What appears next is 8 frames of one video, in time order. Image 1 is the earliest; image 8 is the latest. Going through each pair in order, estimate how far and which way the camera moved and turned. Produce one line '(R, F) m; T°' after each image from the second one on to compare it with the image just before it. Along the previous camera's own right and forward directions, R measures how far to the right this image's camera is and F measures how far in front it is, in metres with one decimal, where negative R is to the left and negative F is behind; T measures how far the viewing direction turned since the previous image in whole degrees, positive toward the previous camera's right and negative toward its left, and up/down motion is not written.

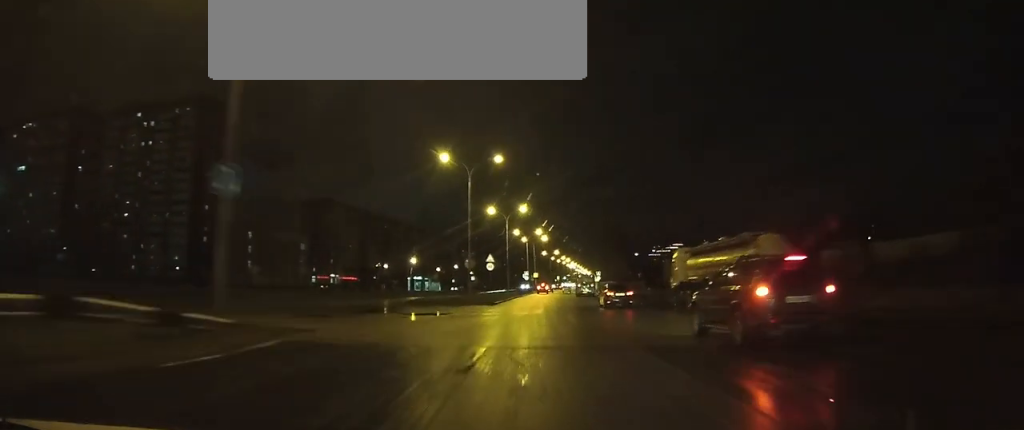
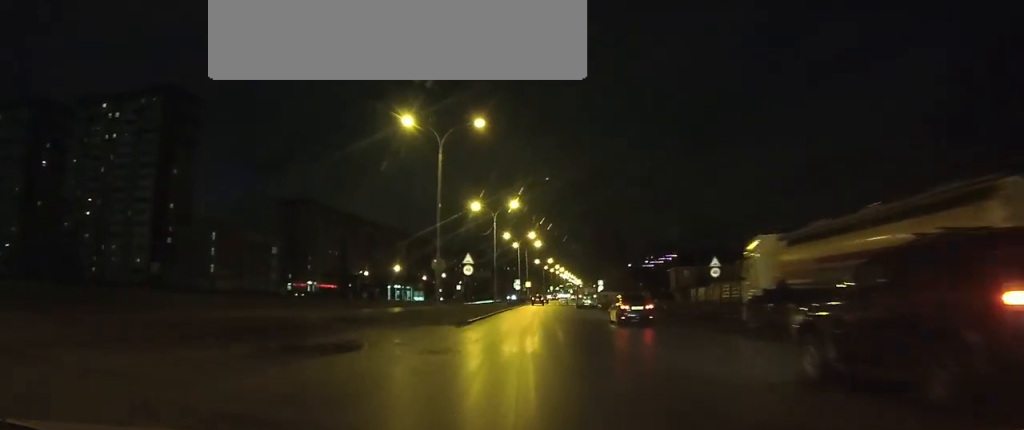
(+0.1, +13.9) m; +1°
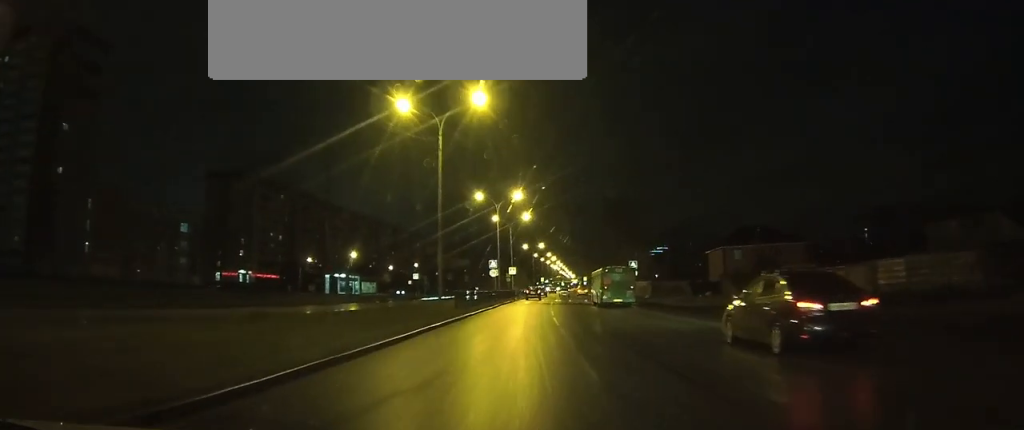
(+0.2, +43.2) m; +1°
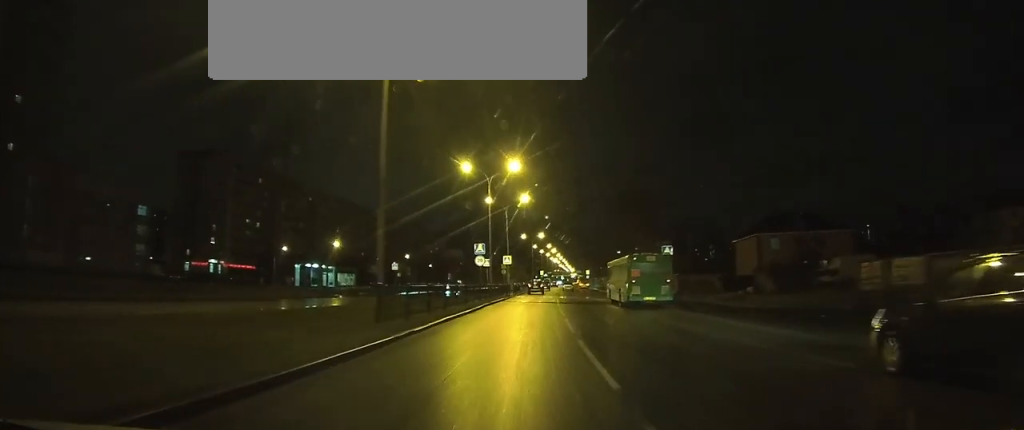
(+0.1, +14.9) m; +1°
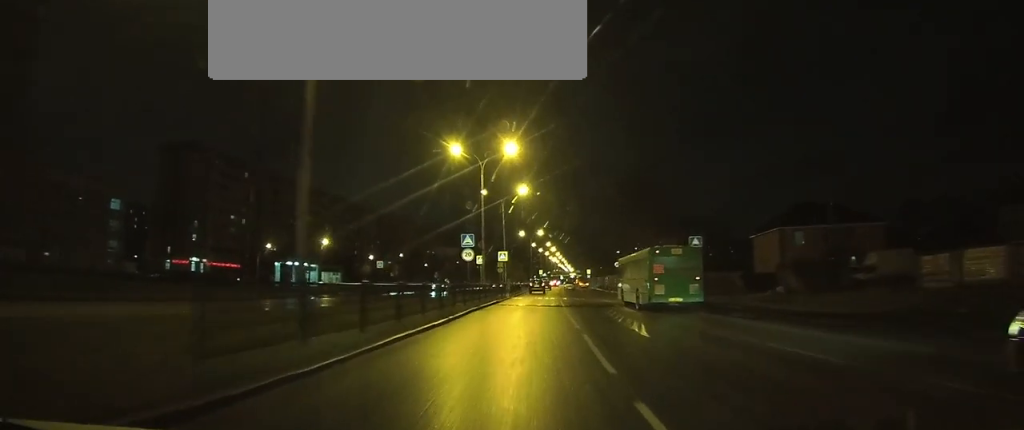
(0.0, +7.2) m; +1°
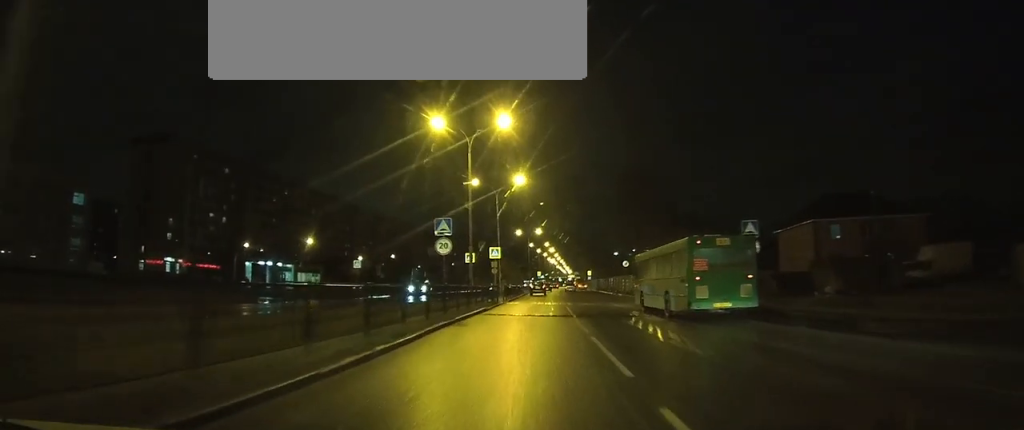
(+0.1, +8.2) m; +1°
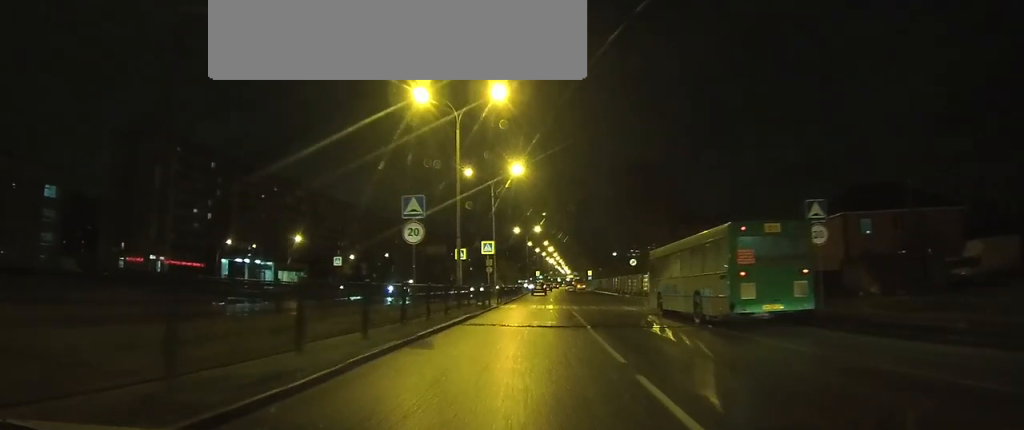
(0.0, +5.7) m; 0°
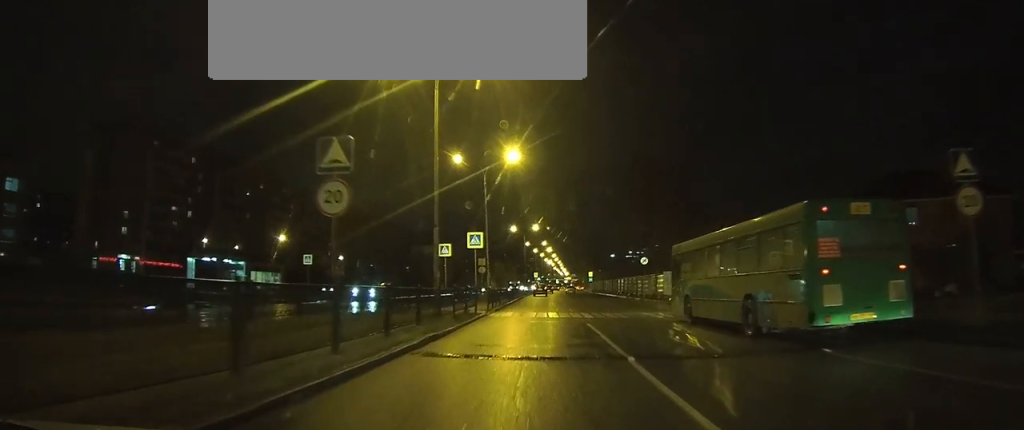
(0.0, +6.4) m; -1°
